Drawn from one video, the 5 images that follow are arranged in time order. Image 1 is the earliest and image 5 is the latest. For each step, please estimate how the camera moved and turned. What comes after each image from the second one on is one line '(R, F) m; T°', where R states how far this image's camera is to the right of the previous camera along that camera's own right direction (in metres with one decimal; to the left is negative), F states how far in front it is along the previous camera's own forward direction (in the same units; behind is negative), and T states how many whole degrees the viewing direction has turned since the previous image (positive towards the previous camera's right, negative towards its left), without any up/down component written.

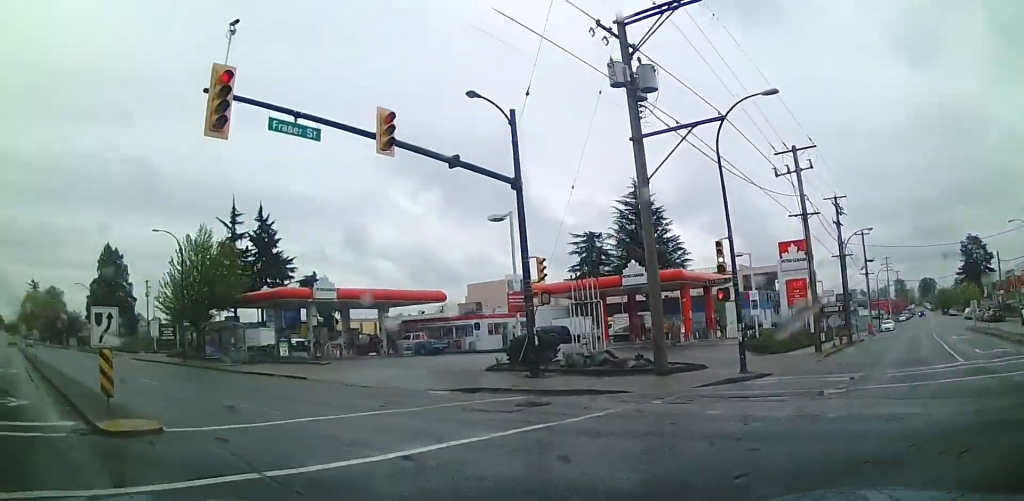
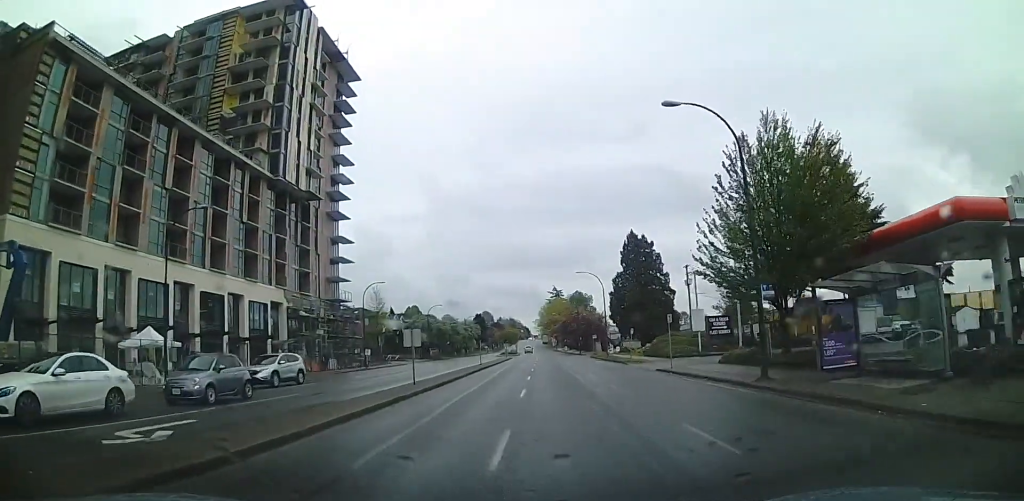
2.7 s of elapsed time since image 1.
(-7.4, +15.6) m; -50°
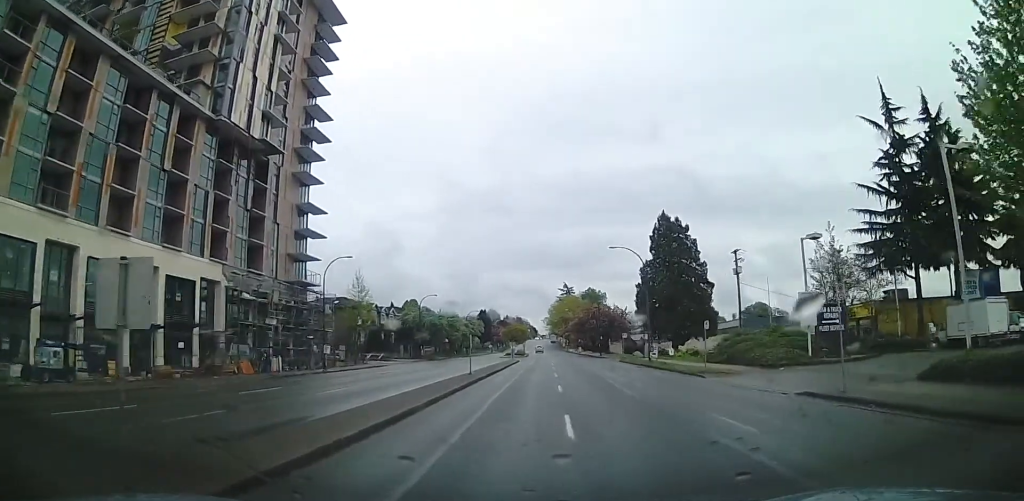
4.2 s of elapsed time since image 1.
(-1.4, +14.0) m; -9°
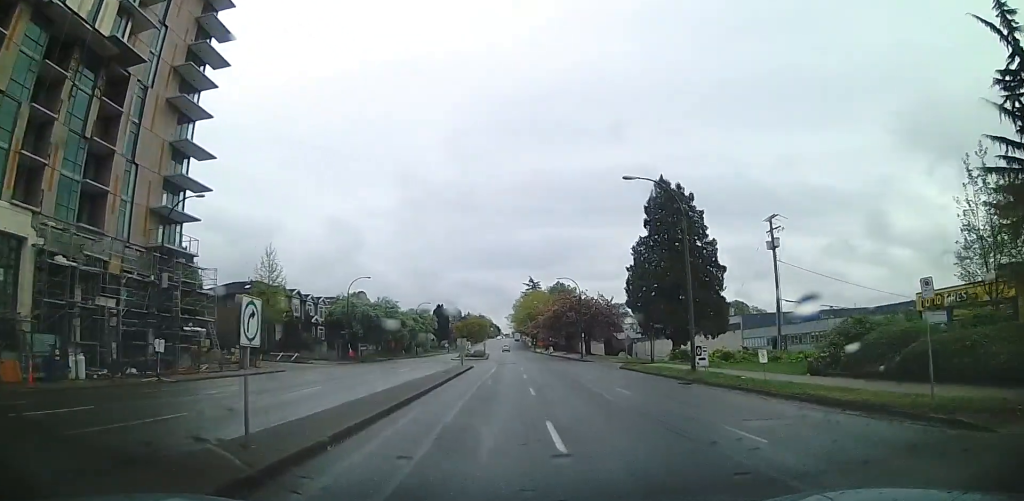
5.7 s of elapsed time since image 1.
(-2.0, +17.8) m; -18°
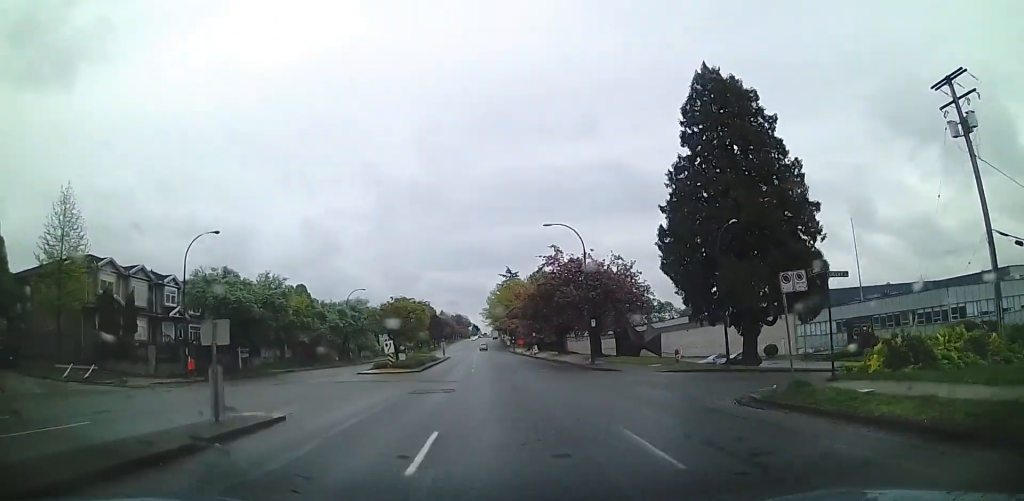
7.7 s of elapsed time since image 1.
(-6.6, +24.2) m; -16°
